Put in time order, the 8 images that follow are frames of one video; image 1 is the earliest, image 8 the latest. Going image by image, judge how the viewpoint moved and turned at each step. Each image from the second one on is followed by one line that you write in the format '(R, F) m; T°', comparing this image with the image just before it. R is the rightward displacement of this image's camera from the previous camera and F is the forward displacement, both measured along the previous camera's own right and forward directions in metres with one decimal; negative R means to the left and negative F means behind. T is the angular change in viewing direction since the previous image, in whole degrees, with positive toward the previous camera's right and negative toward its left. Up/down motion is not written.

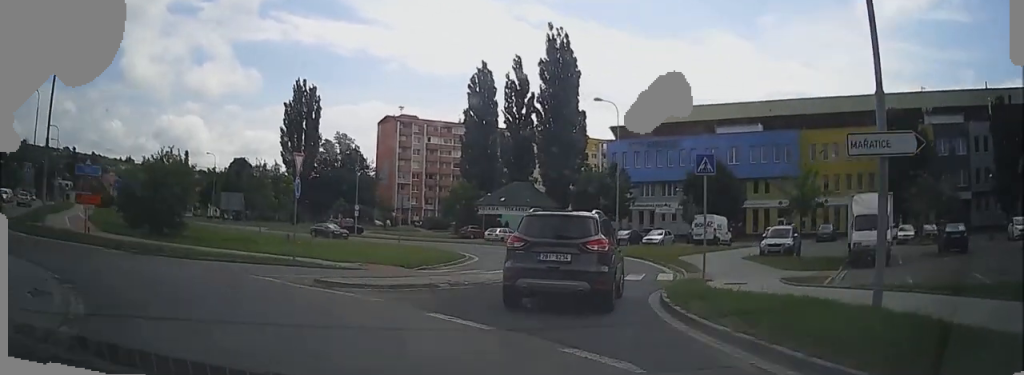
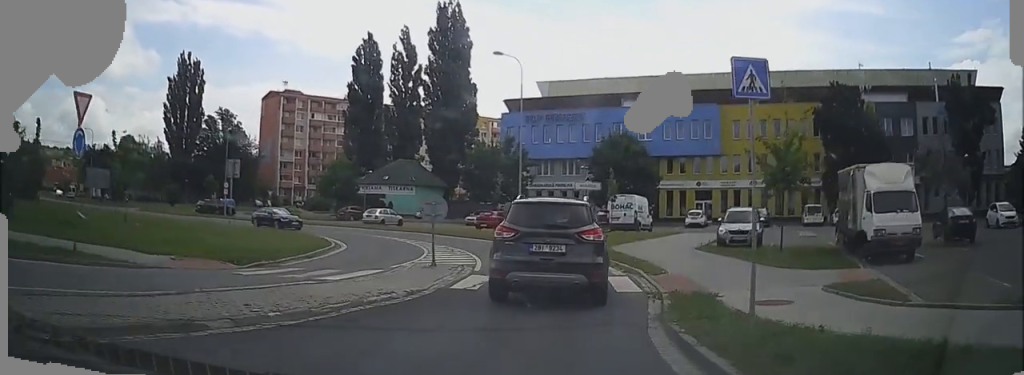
(+0.3, +7.7) m; +5°
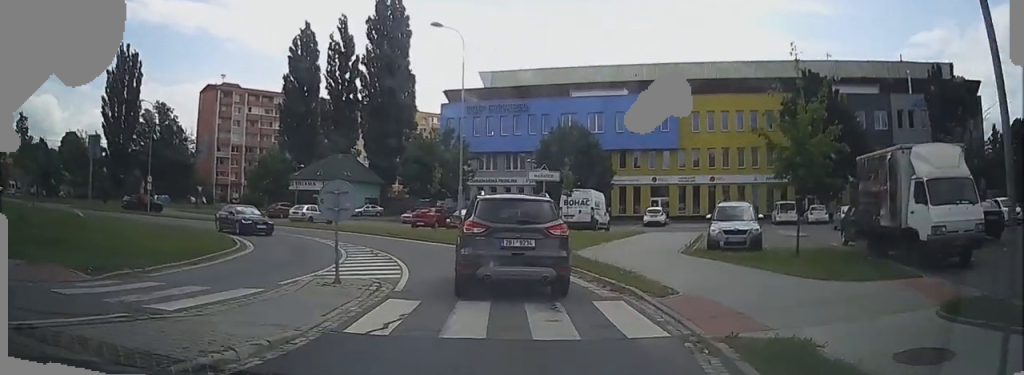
(-0.1, +4.9) m; +10°
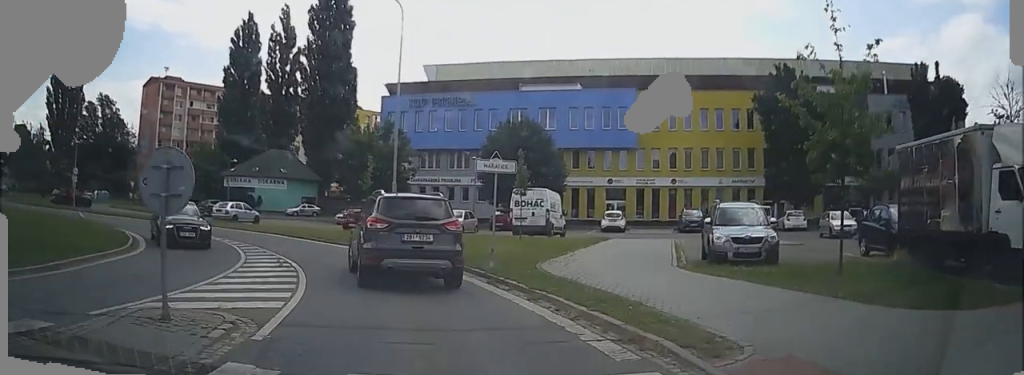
(+1.0, +4.7) m; +7°
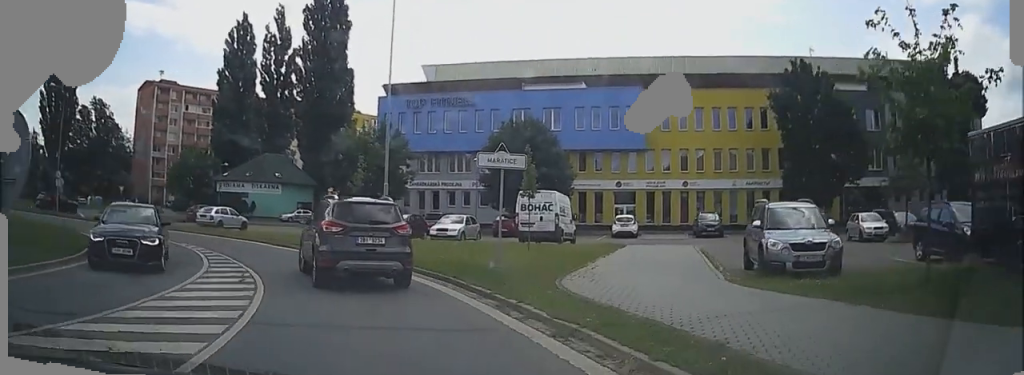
(+0.1, +2.9) m; +1°
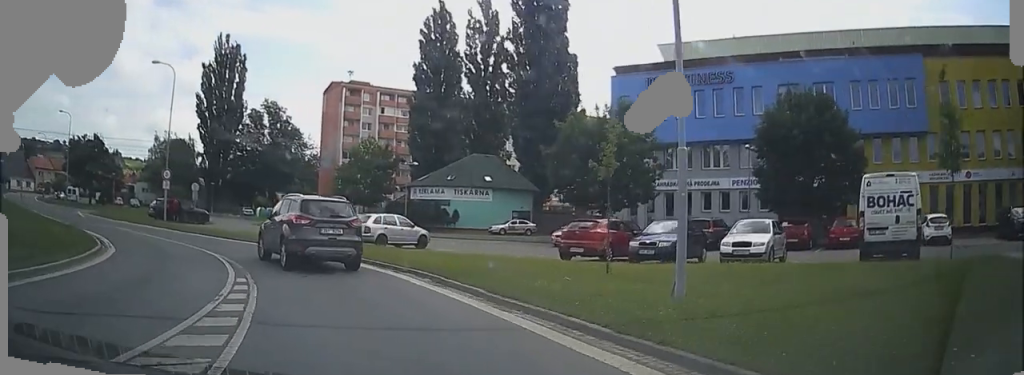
(-0.9, +11.7) m; -25°
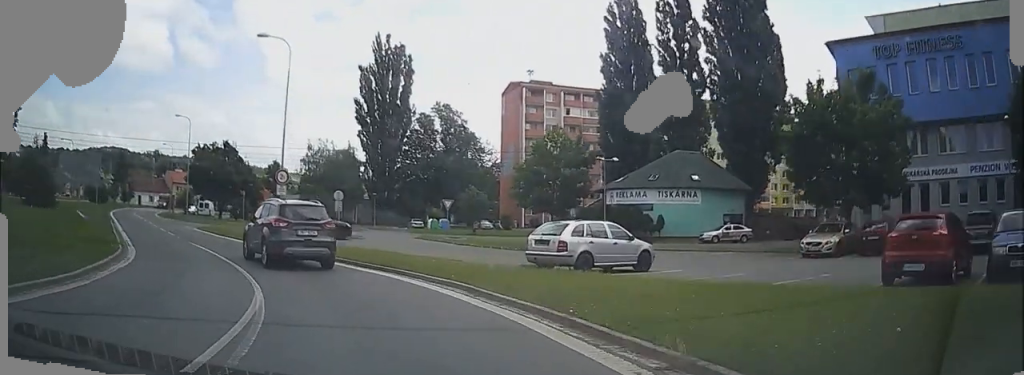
(-2.8, +8.6) m; -19°
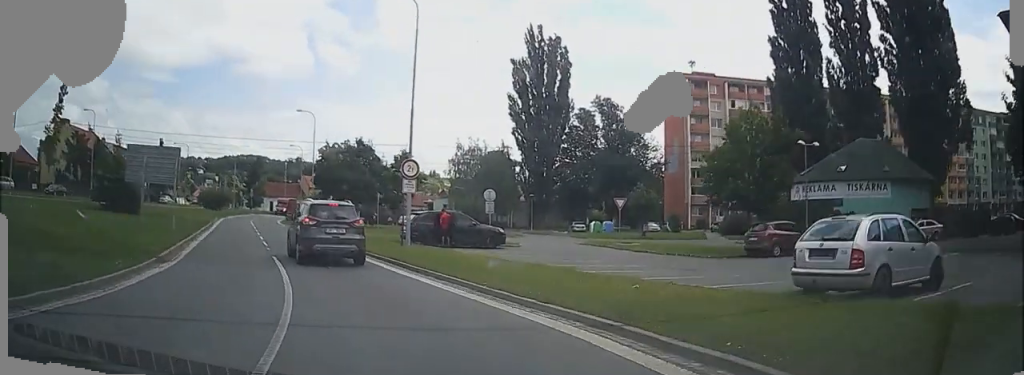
(-0.1, +7.1) m; -2°
